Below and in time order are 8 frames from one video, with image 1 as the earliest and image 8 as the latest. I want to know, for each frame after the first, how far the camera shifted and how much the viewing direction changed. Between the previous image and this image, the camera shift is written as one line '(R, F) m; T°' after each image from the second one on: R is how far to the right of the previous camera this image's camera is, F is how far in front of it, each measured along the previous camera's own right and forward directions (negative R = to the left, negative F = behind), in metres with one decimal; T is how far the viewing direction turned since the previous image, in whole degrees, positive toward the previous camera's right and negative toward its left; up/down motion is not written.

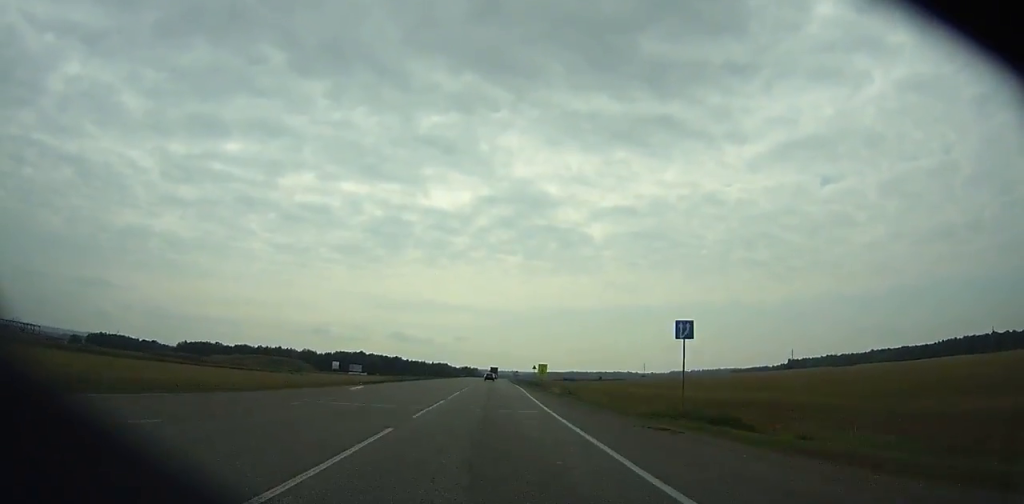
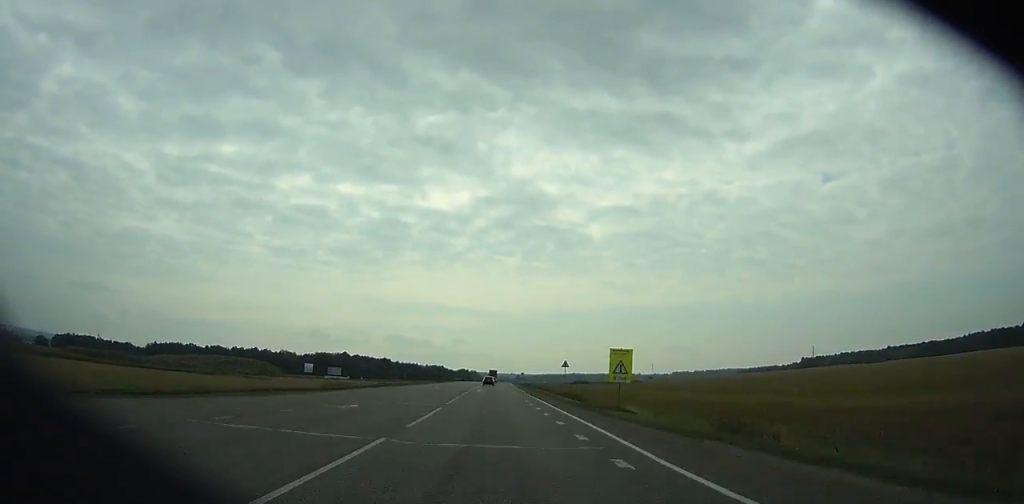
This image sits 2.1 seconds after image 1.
(+0.1, +50.3) m; 0°
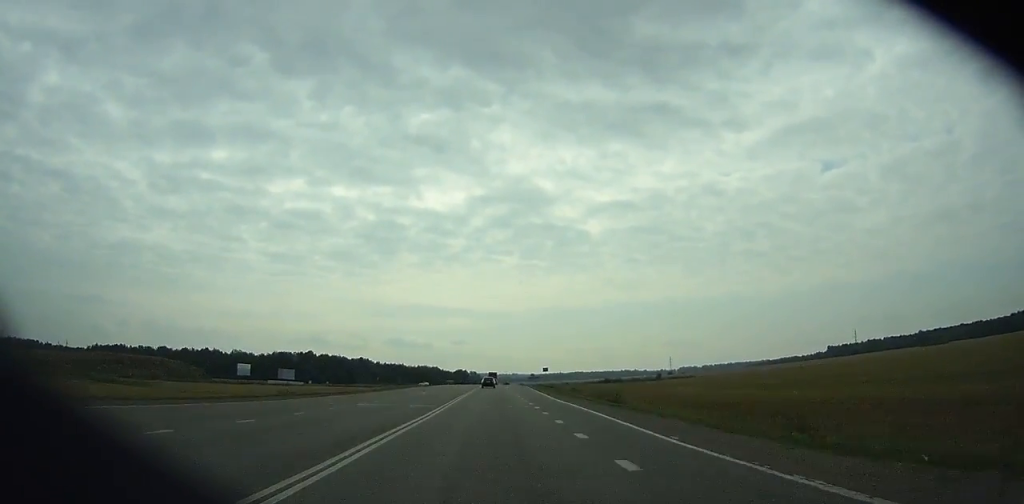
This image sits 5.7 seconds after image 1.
(-0.1, +82.1) m; 0°
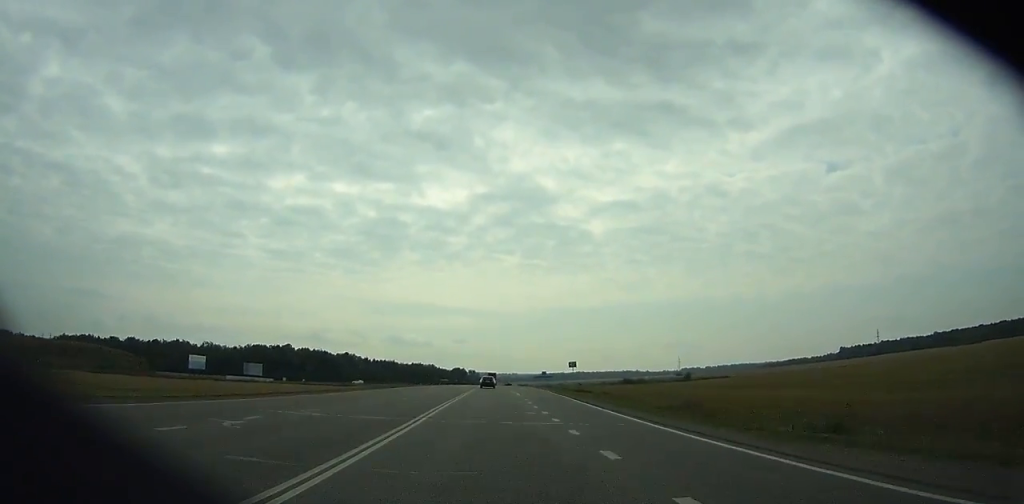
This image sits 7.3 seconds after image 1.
(-0.1, +35.3) m; 0°
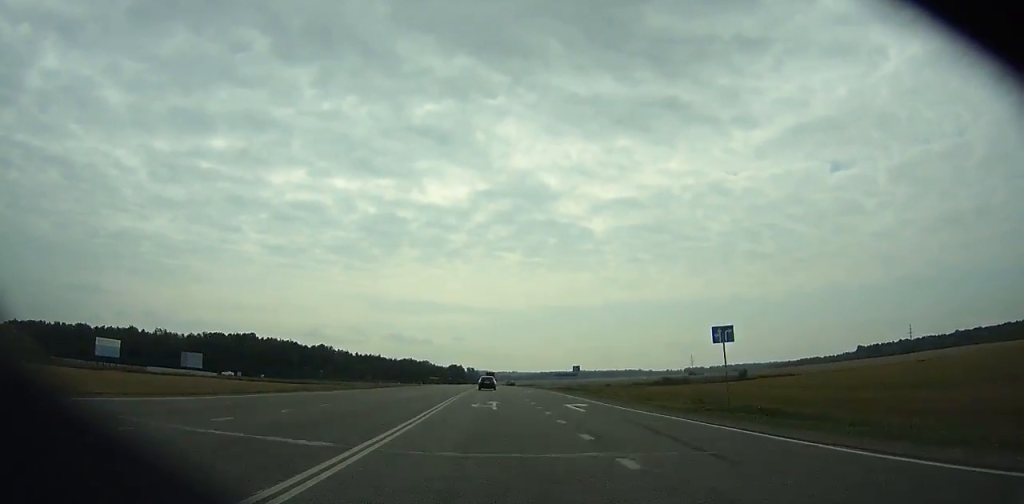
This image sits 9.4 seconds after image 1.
(0.0, +43.7) m; 0°
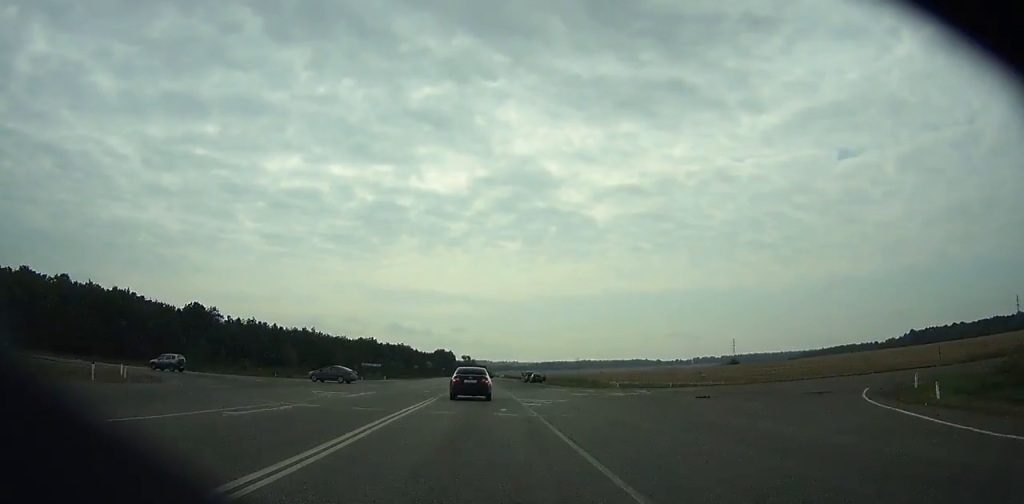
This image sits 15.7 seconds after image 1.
(0.0, +115.3) m; 0°
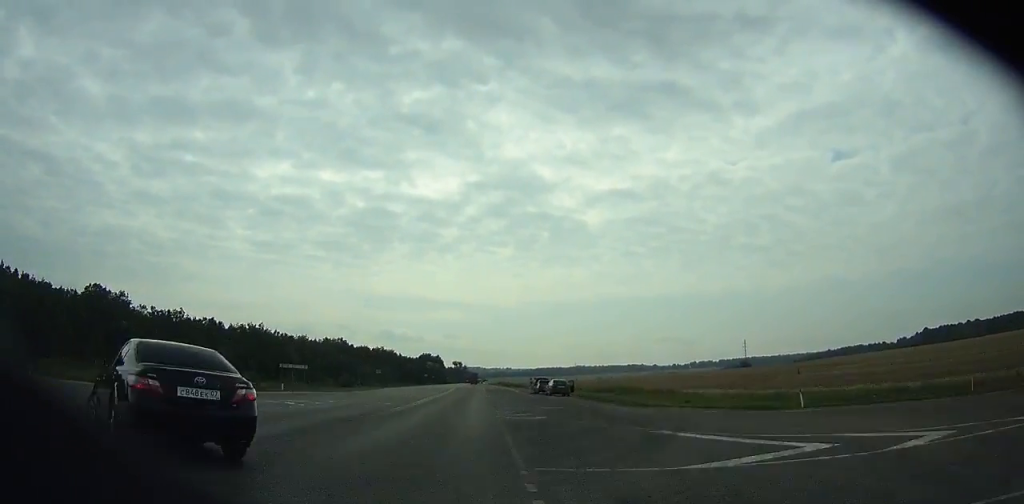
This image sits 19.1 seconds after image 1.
(+0.2, +50.2) m; 0°
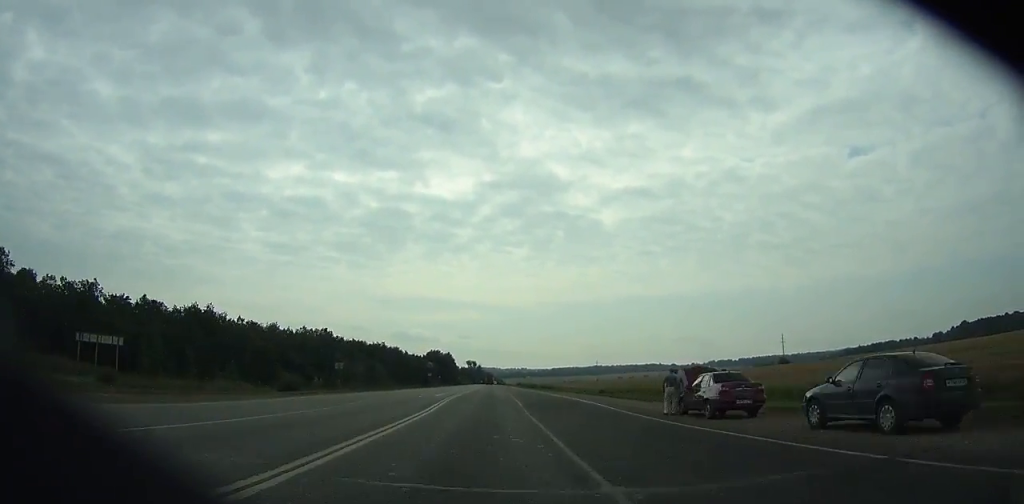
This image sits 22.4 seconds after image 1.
(-0.6, +45.5) m; -1°
